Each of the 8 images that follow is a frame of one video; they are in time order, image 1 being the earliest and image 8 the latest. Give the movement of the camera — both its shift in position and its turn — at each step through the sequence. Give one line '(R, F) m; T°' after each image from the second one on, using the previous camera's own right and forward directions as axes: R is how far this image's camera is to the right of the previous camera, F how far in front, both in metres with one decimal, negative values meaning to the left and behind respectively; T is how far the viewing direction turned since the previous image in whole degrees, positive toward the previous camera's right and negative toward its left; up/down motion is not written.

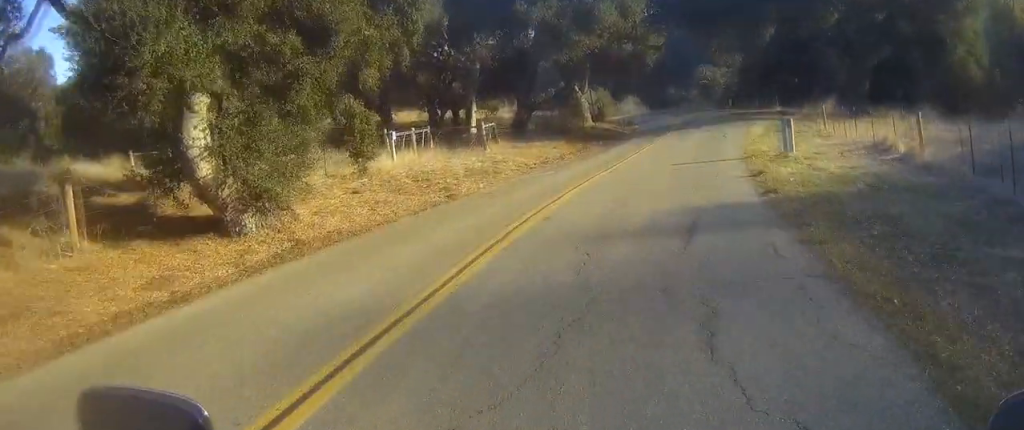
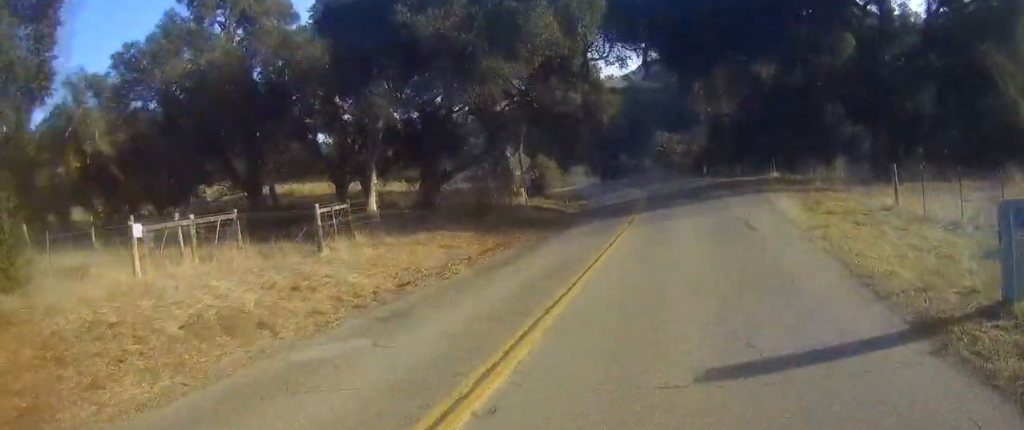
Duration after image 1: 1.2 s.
(+1.4, +12.5) m; +11°
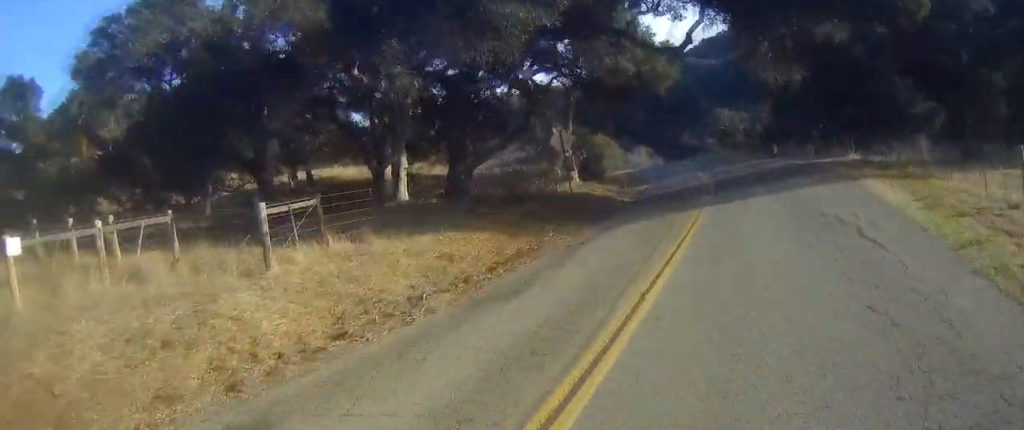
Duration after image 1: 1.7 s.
(+0.3, +4.8) m; +1°
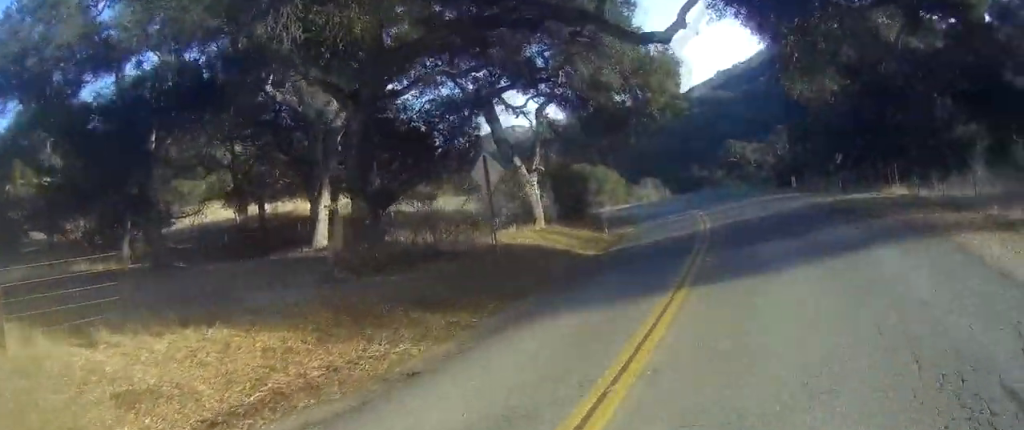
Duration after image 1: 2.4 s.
(+0.3, +7.8) m; +2°
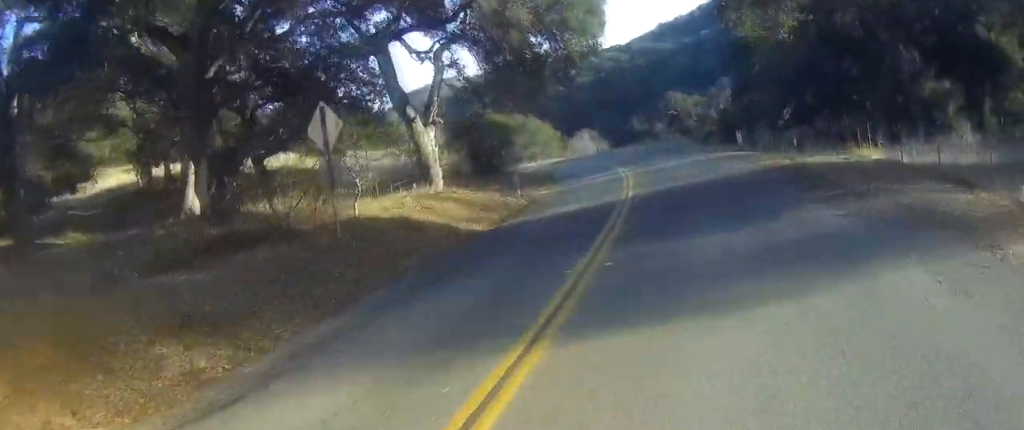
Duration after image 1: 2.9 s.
(-0.2, +4.2) m; +2°
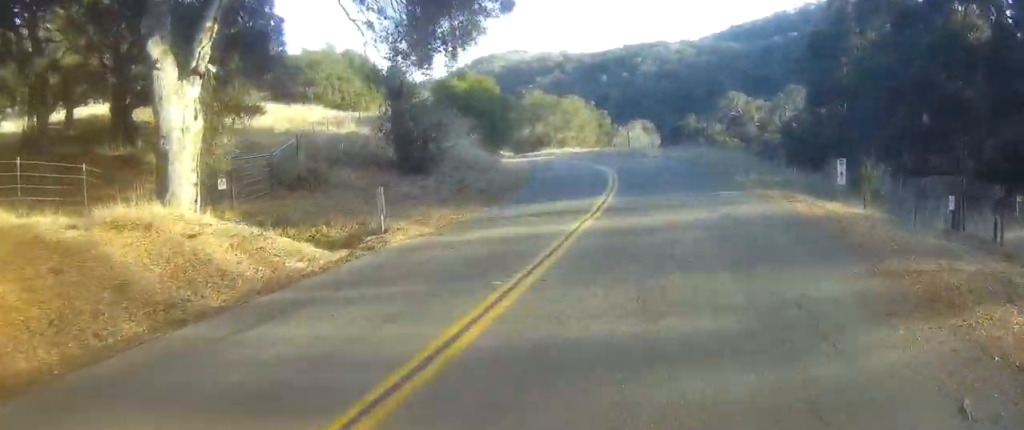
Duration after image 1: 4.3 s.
(+1.0, +13.7) m; +2°
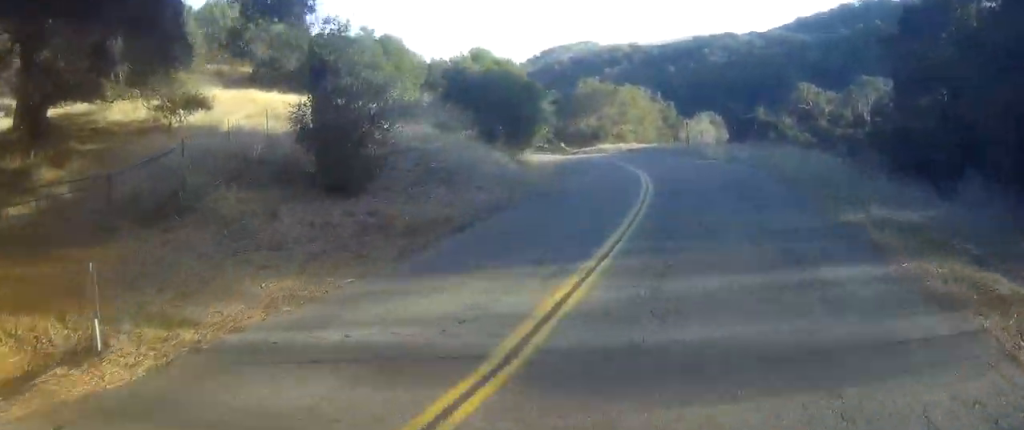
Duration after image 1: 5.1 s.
(-0.6, +9.0) m; -11°
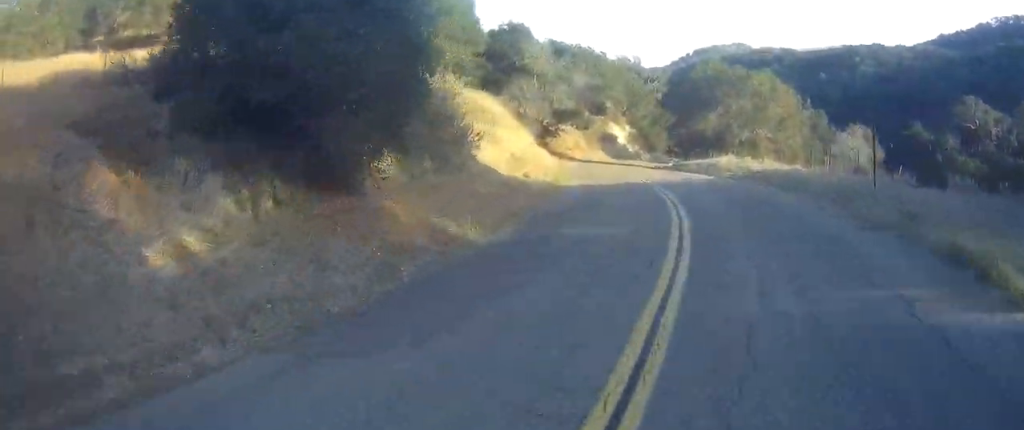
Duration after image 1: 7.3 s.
(-5.3, +24.6) m; -15°
